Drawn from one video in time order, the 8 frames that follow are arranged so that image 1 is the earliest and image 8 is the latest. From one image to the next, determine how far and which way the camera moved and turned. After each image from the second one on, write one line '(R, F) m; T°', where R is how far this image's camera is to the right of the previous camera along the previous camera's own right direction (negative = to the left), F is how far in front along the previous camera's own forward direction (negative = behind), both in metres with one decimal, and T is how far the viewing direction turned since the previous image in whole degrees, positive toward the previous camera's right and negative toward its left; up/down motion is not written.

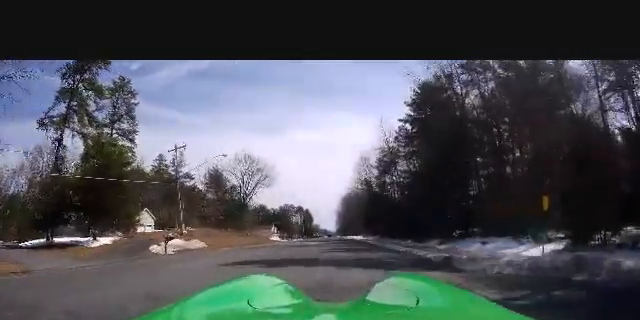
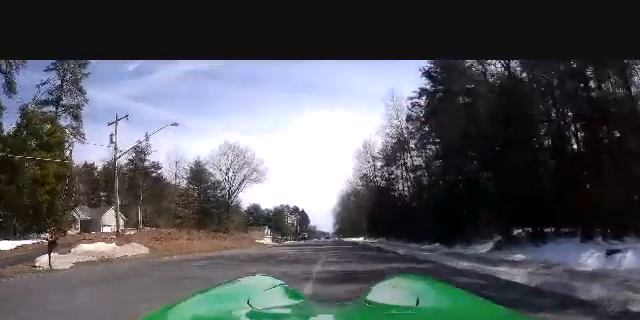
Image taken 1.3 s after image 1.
(-0.1, +10.9) m; -2°
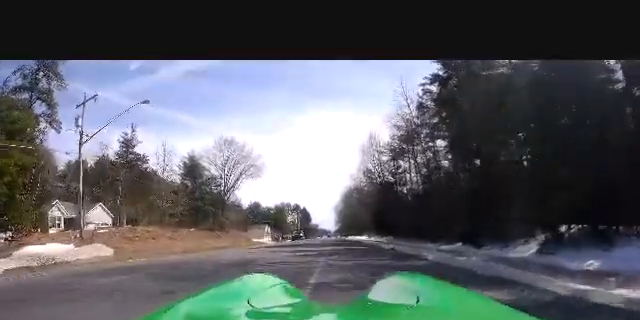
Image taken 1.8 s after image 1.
(0.0, +4.4) m; -1°
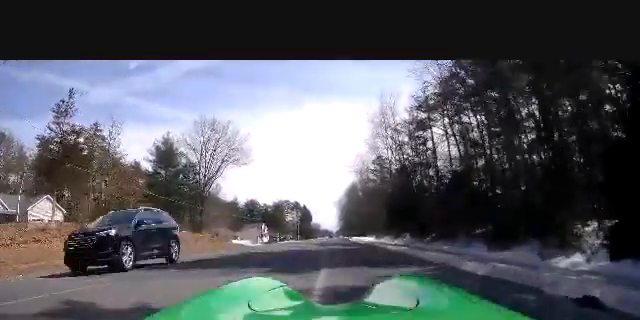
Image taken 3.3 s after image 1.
(-0.1, +12.6) m; 0°
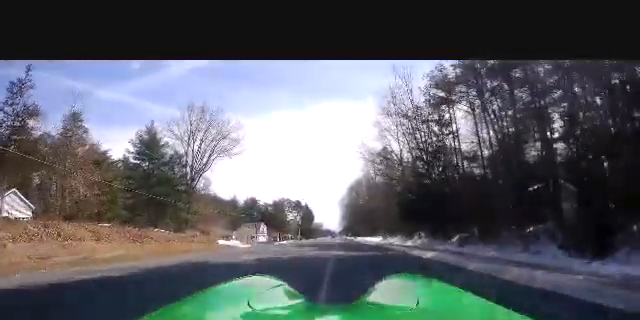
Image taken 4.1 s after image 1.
(0.0, +6.5) m; 0°
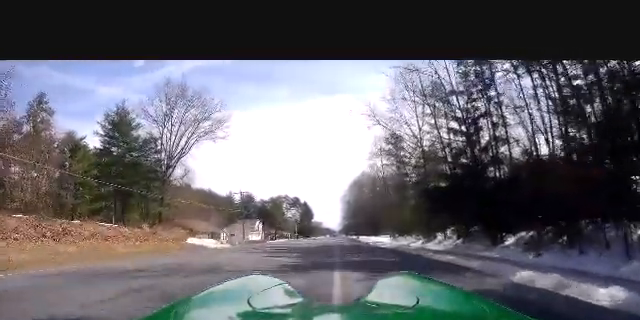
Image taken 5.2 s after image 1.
(0.0, +8.3) m; +1°
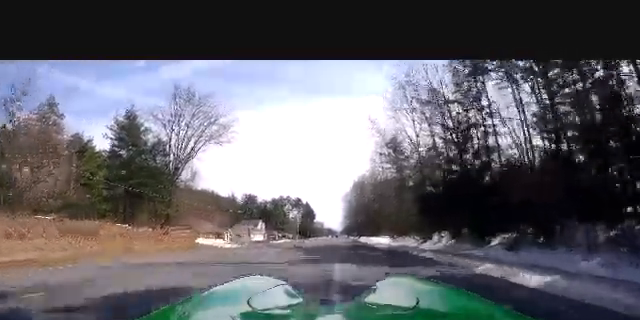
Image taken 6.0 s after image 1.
(+0.1, +6.3) m; +1°
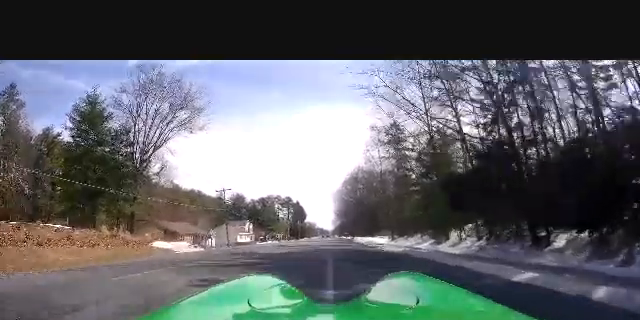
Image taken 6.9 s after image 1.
(0.0, +7.1) m; 0°
